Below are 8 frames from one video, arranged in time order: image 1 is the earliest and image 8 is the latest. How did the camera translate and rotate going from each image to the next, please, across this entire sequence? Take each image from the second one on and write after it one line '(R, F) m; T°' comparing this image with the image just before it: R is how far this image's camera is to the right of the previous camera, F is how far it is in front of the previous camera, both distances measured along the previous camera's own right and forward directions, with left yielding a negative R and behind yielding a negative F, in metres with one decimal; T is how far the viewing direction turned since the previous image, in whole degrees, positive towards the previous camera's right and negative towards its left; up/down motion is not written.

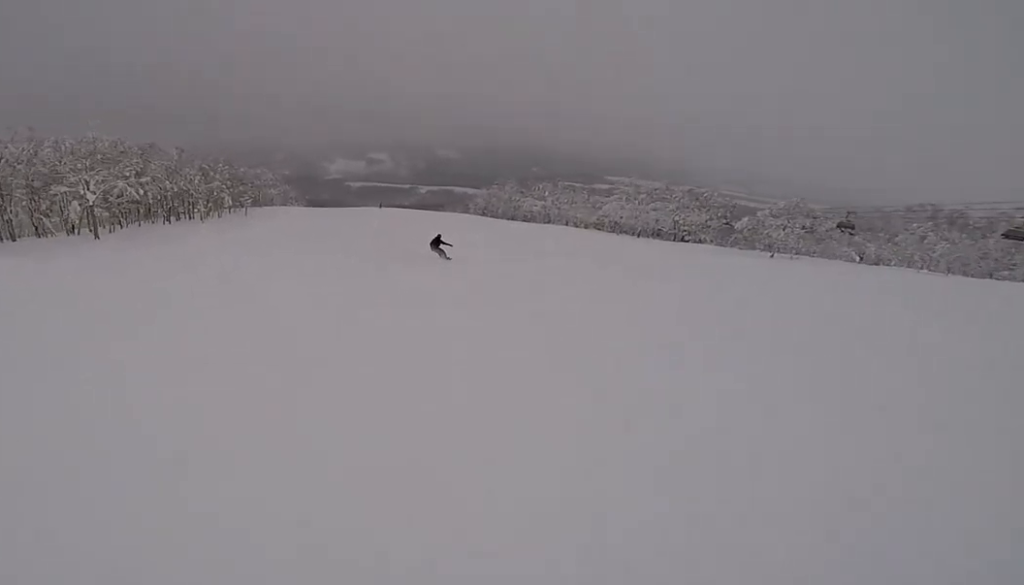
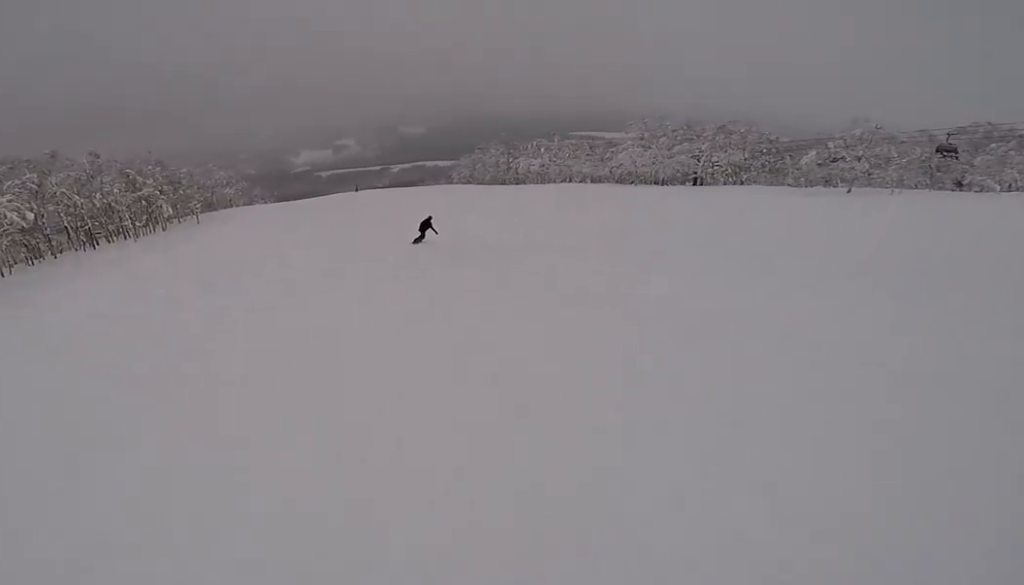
(+1.0, +13.6) m; +5°
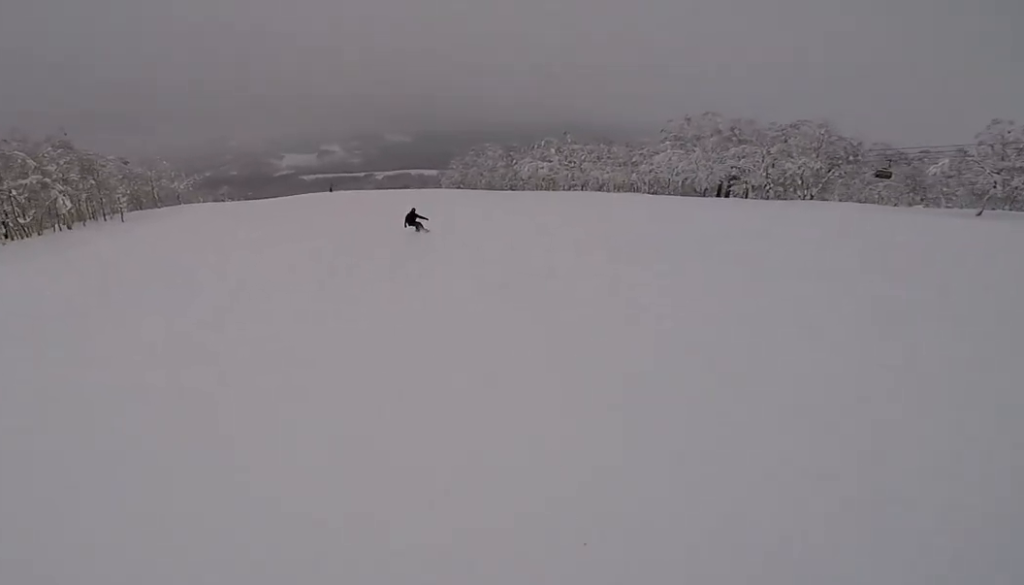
(-0.2, +14.6) m; -6°
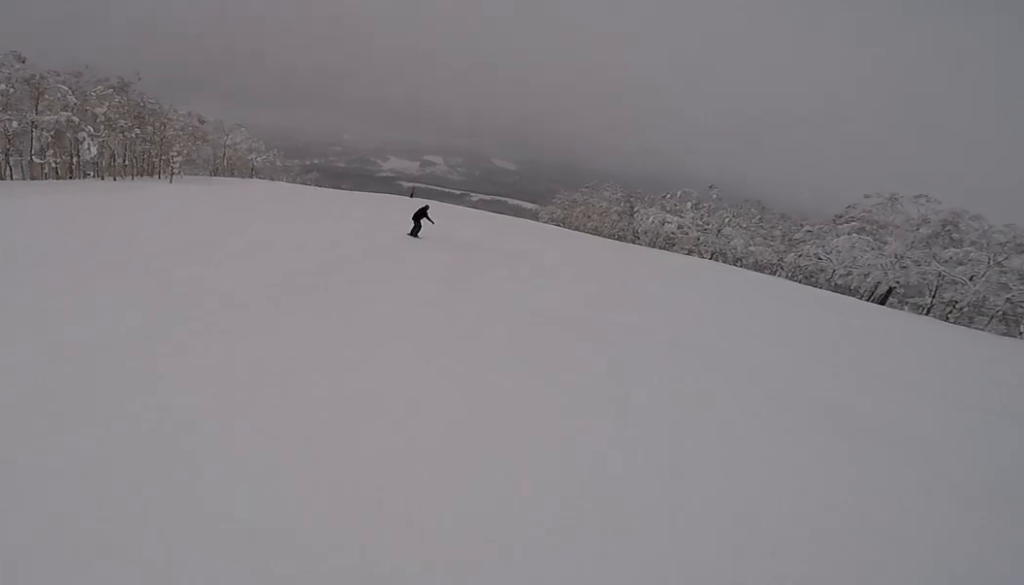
(-1.3, +9.8) m; 0°
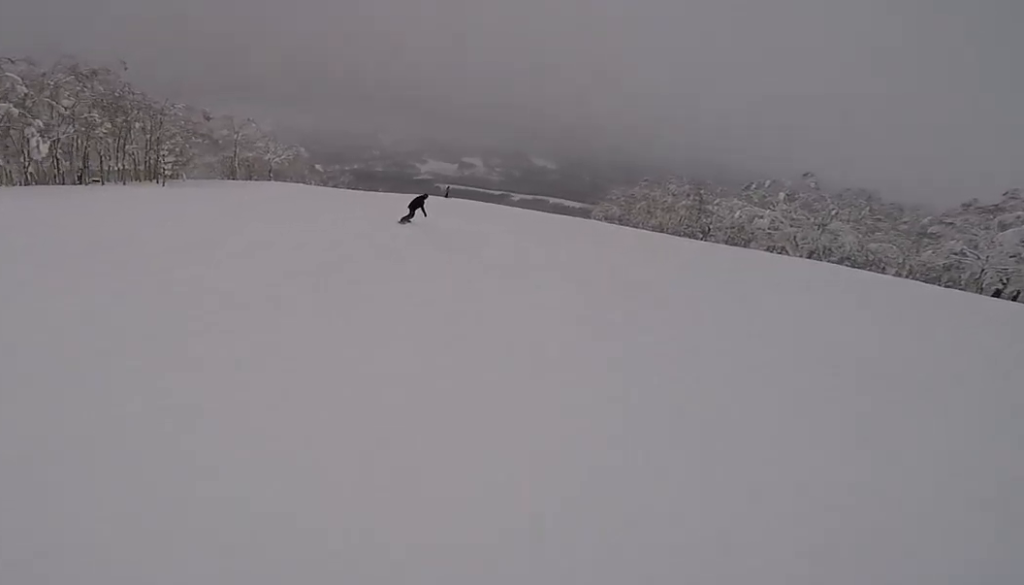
(+1.0, +8.7) m; 0°
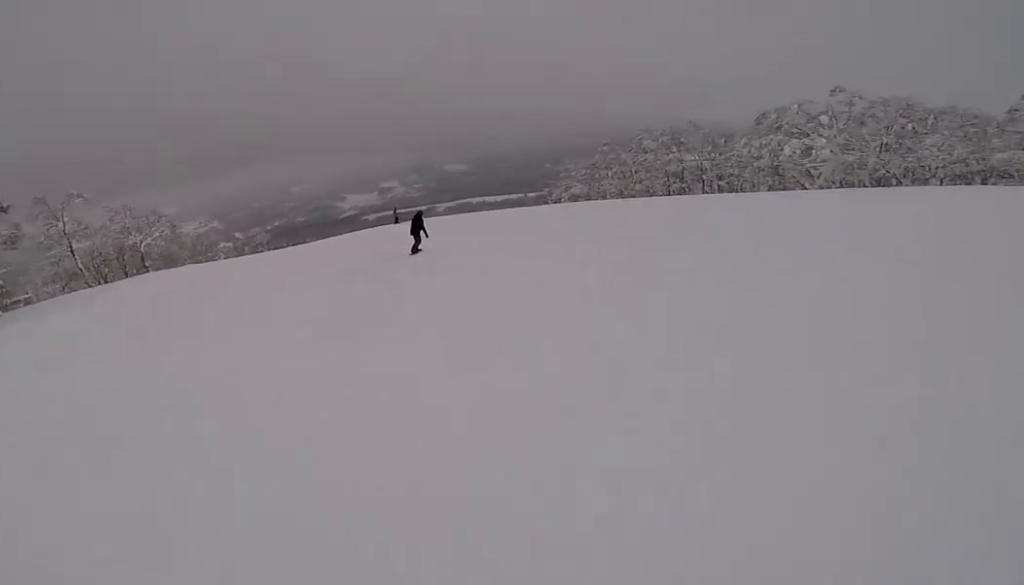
(-0.9, +16.2) m; -2°
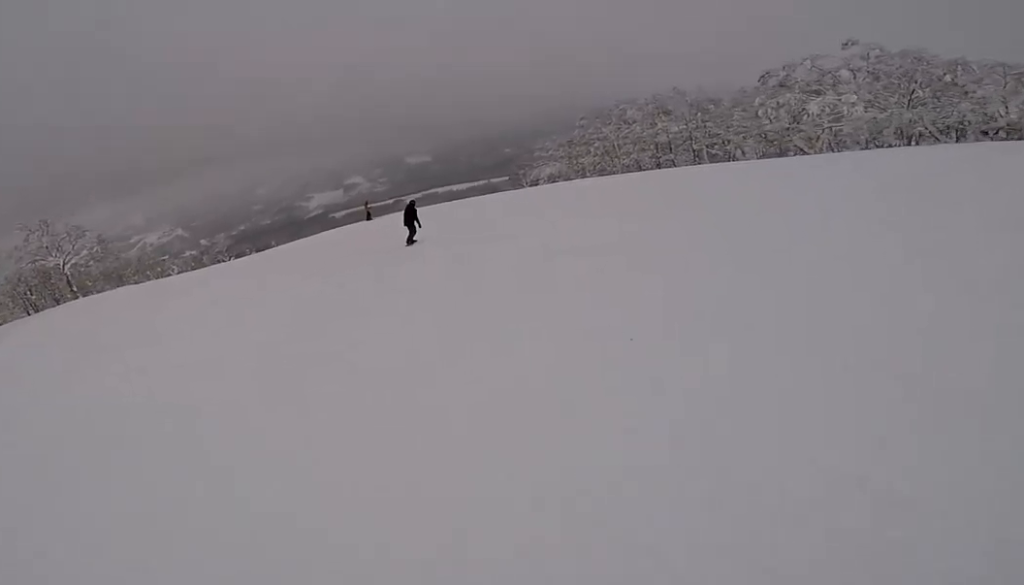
(+0.4, +6.6) m; +3°
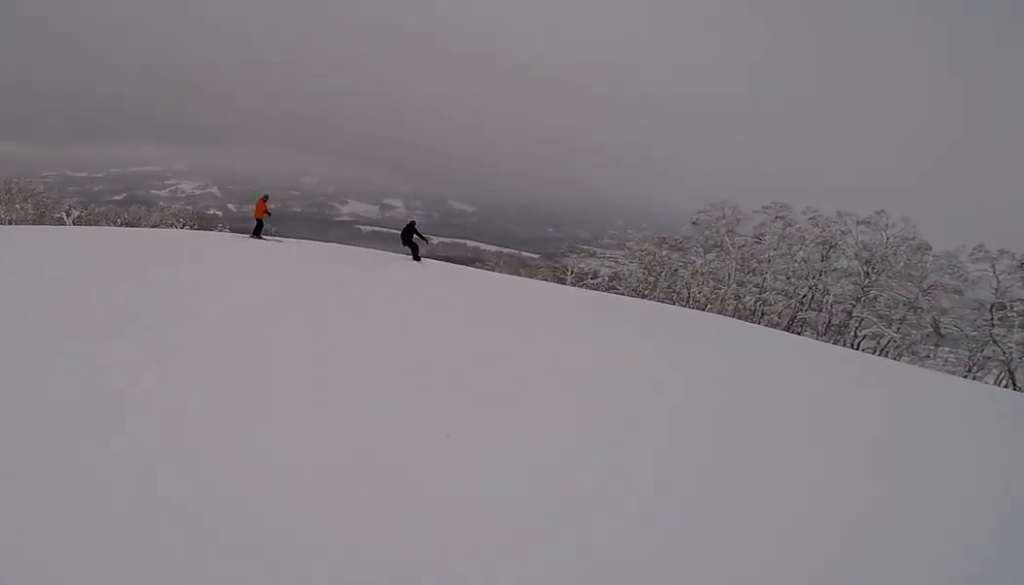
(+0.2, +21.9) m; -6°
